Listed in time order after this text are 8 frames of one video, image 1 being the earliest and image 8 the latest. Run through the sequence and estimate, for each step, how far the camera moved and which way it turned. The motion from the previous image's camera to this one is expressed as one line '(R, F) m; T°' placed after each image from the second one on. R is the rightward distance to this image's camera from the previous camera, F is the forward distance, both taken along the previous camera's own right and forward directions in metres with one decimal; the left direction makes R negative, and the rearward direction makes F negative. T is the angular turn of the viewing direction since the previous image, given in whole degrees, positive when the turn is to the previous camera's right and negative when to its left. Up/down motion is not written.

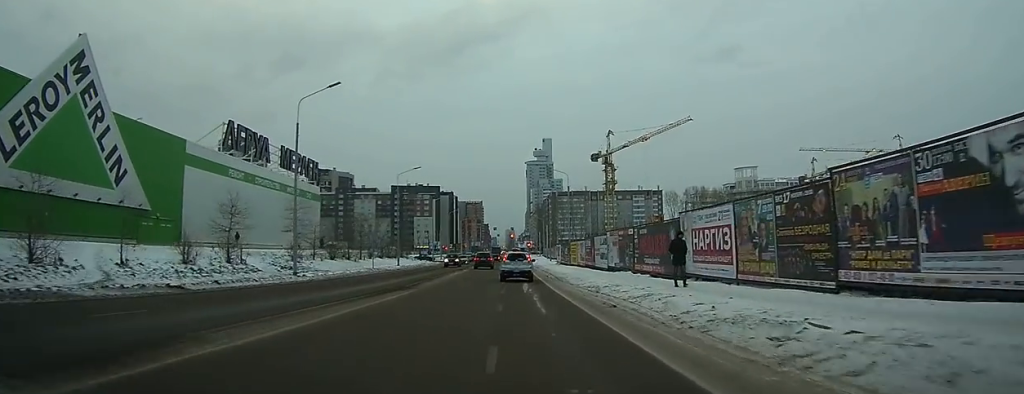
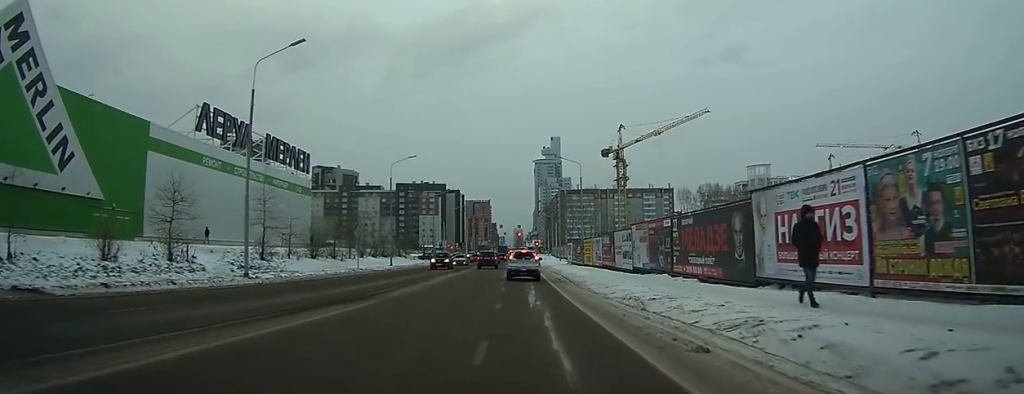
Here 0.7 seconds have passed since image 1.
(0.0, +7.6) m; 0°
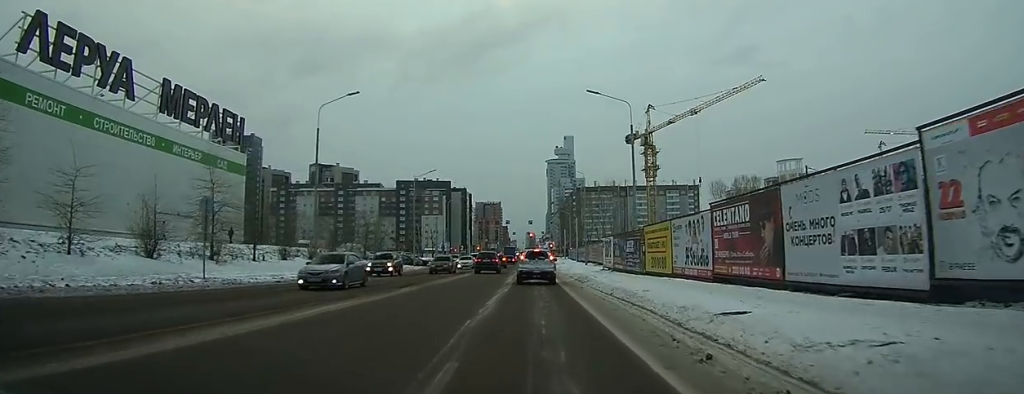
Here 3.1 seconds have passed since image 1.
(-0.3, +26.3) m; -2°
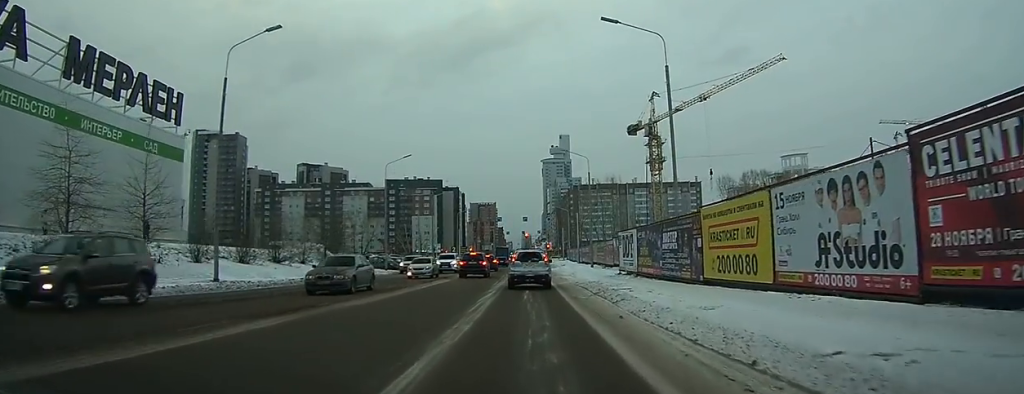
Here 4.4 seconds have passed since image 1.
(-0.1, +11.9) m; 0°
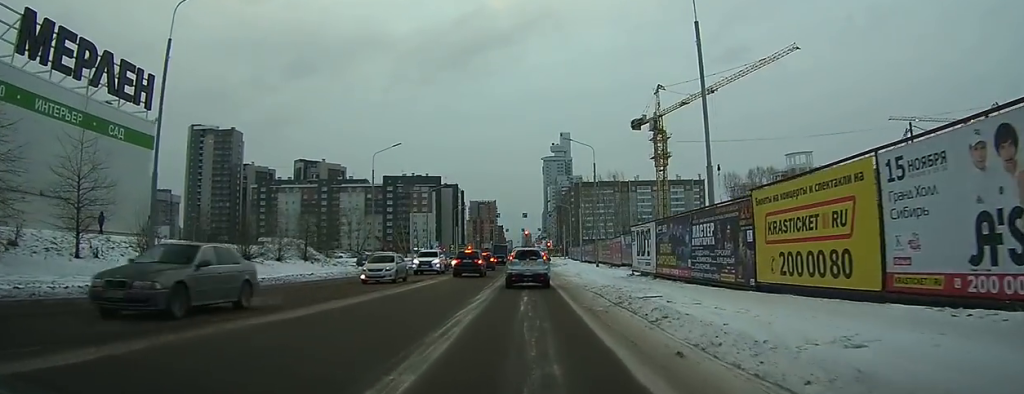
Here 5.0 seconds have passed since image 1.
(+0.1, +5.1) m; 0°
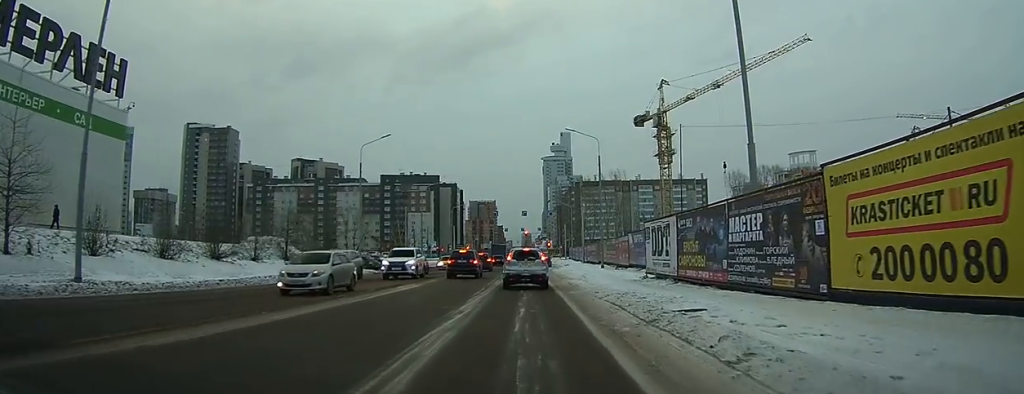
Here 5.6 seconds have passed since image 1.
(0.0, +4.3) m; 0°
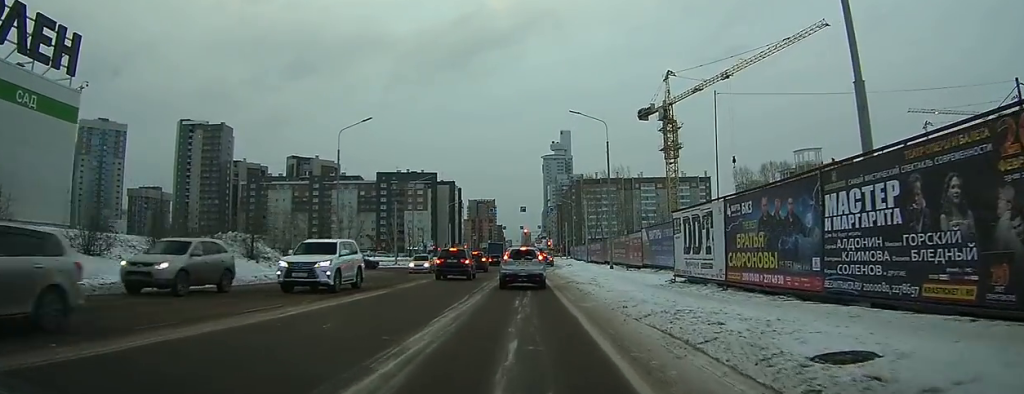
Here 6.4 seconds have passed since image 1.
(-0.1, +6.4) m; +1°
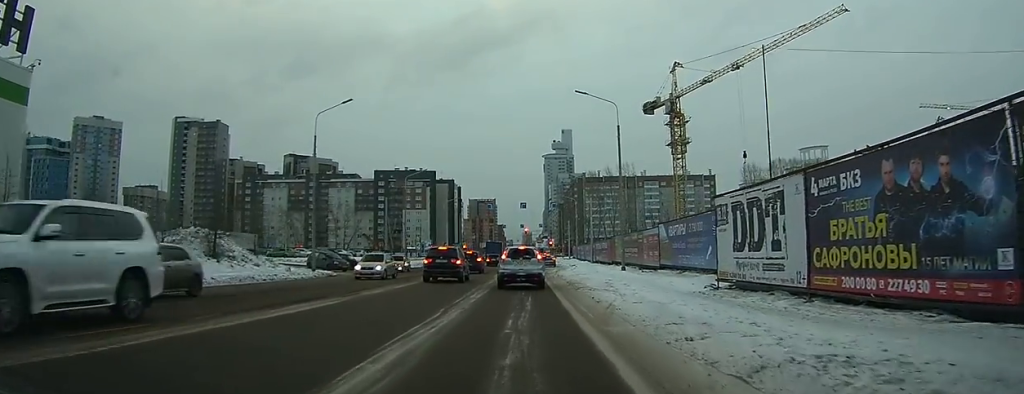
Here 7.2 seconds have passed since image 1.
(+0.2, +5.7) m; +2°
